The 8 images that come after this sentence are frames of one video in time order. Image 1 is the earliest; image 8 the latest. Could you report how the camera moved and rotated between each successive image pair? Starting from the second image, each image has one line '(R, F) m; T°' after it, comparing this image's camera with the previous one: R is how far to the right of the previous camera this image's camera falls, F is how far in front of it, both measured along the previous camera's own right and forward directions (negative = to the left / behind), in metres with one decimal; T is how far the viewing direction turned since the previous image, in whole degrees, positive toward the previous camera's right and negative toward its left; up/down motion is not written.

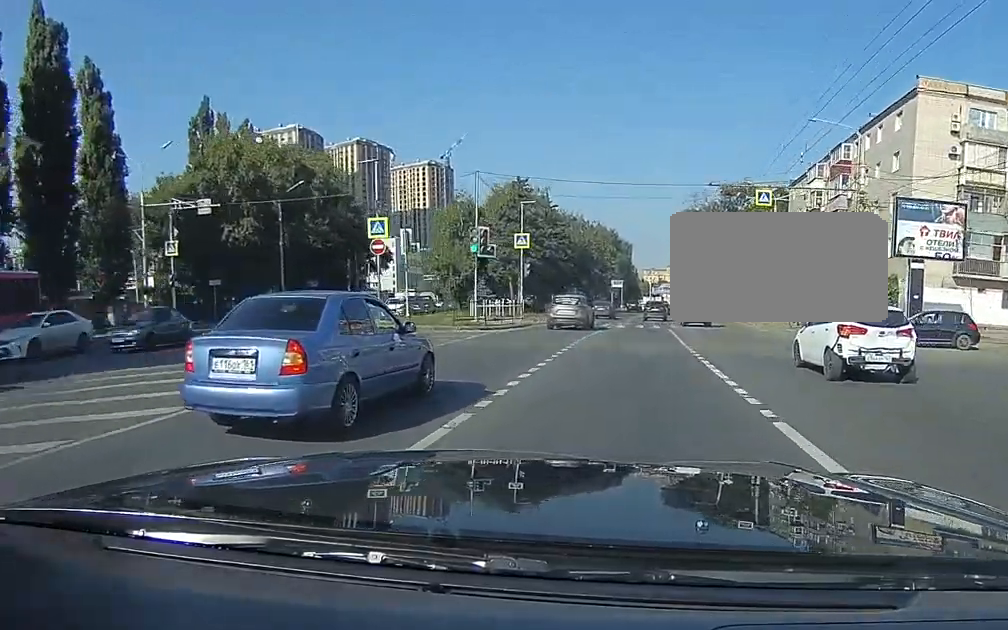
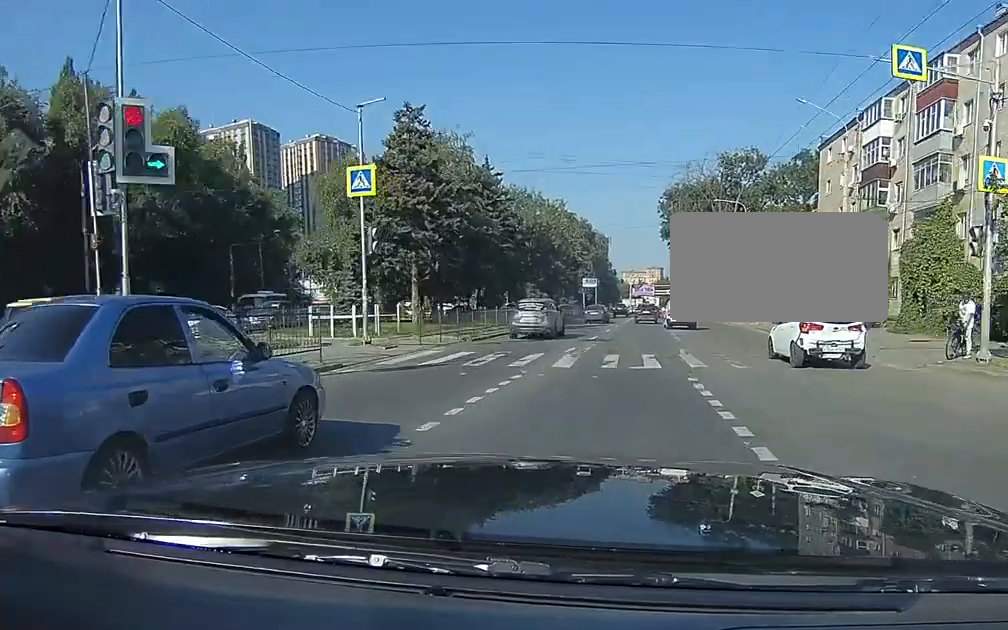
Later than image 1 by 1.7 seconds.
(+0.1, +21.1) m; +1°
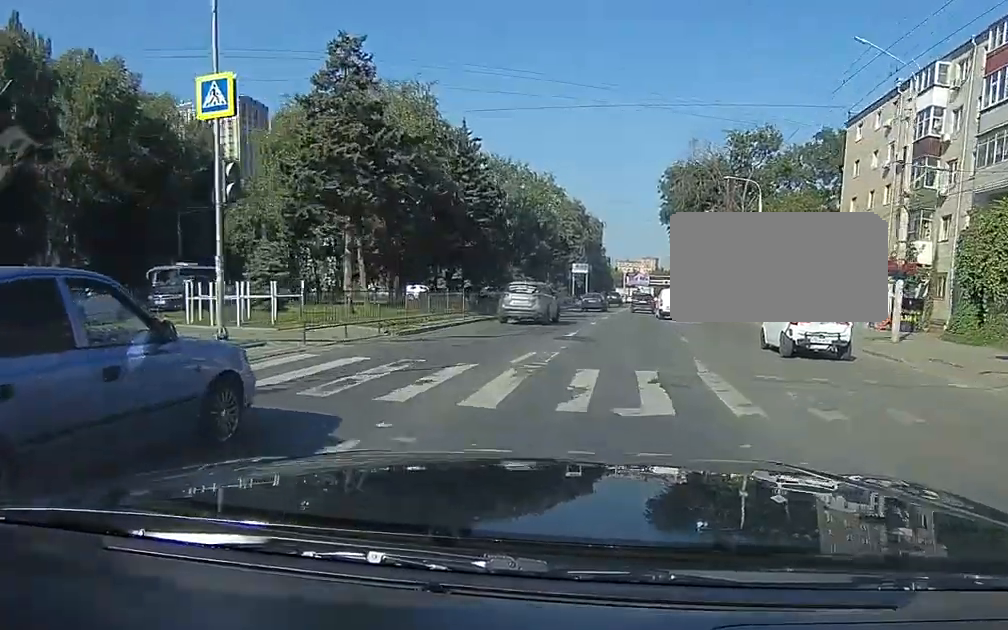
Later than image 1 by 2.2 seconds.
(0.0, +7.0) m; 0°
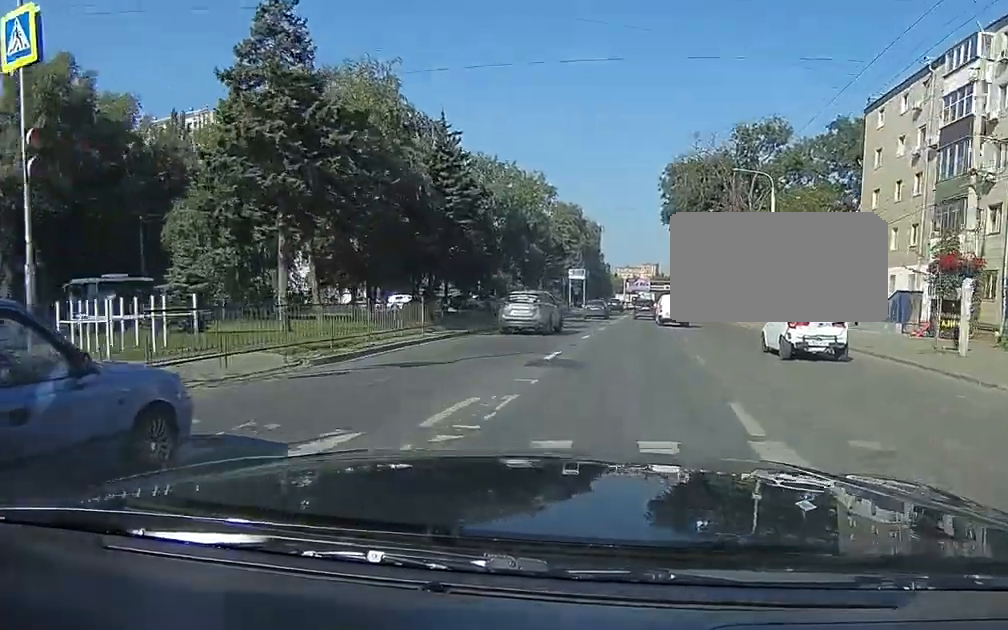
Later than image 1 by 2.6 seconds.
(0.0, +4.9) m; 0°
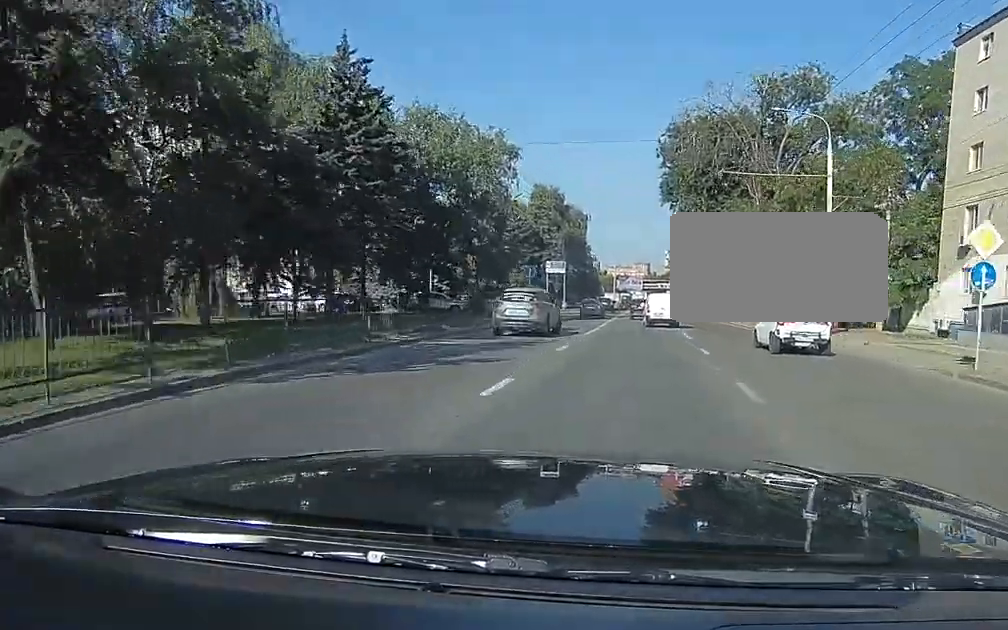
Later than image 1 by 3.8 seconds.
(0.0, +14.2) m; -2°
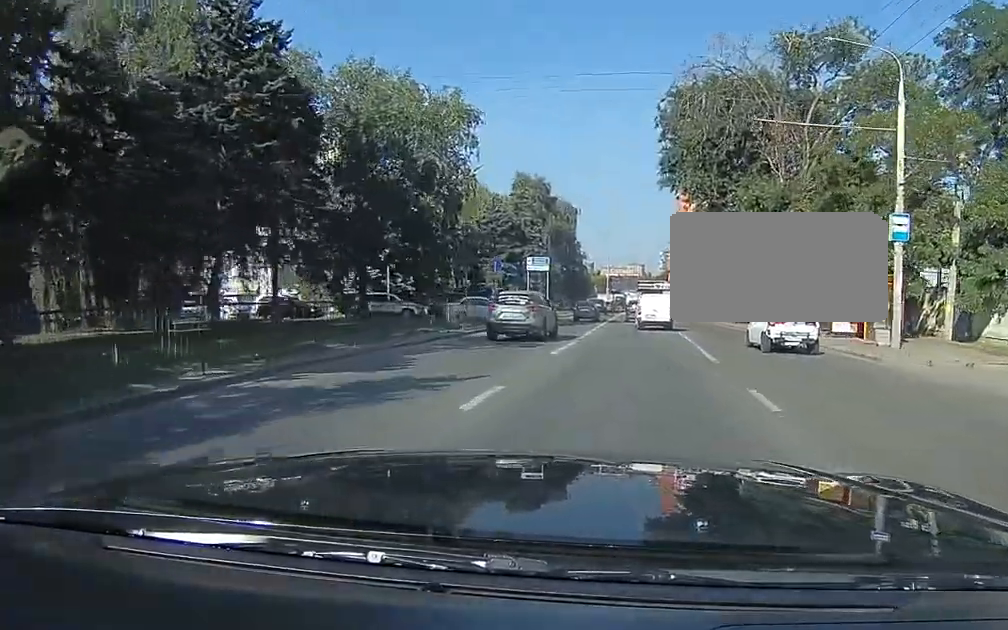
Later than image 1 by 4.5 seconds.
(0.0, +8.3) m; -1°
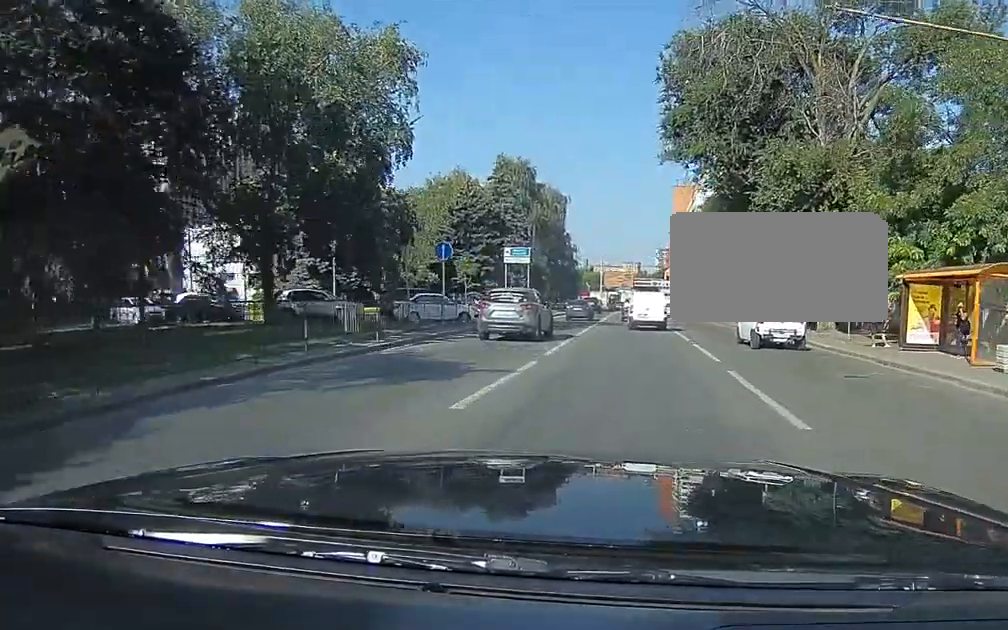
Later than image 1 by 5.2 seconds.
(-0.4, +8.3) m; +1°
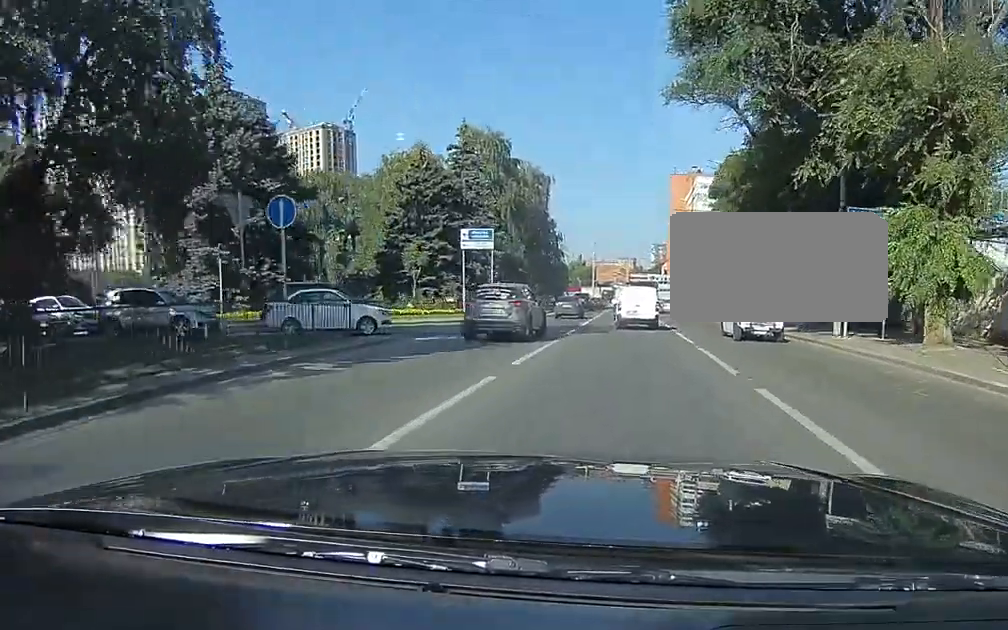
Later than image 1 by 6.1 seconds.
(+0.7, +10.9) m; +4°
